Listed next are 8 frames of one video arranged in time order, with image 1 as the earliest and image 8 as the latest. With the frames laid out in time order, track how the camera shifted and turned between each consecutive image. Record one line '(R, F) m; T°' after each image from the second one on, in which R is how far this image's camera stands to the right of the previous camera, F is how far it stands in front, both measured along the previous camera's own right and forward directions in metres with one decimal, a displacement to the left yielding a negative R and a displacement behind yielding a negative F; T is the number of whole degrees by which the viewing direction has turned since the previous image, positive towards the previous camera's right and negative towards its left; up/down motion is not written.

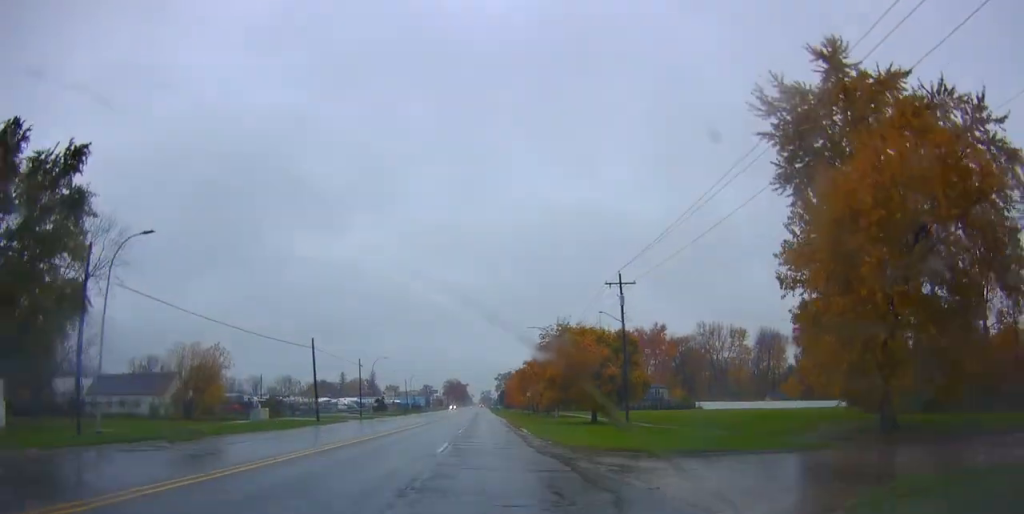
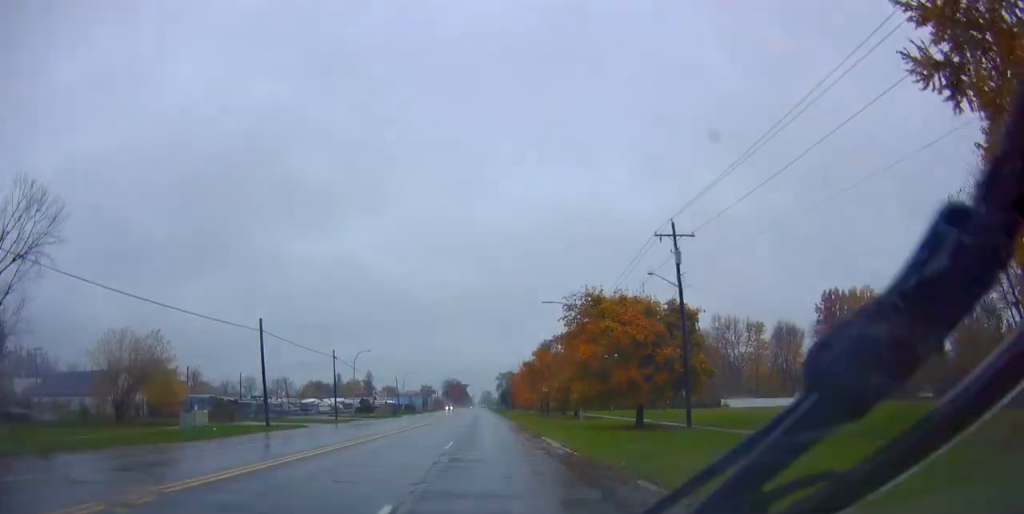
(-0.4, +13.5) m; 0°
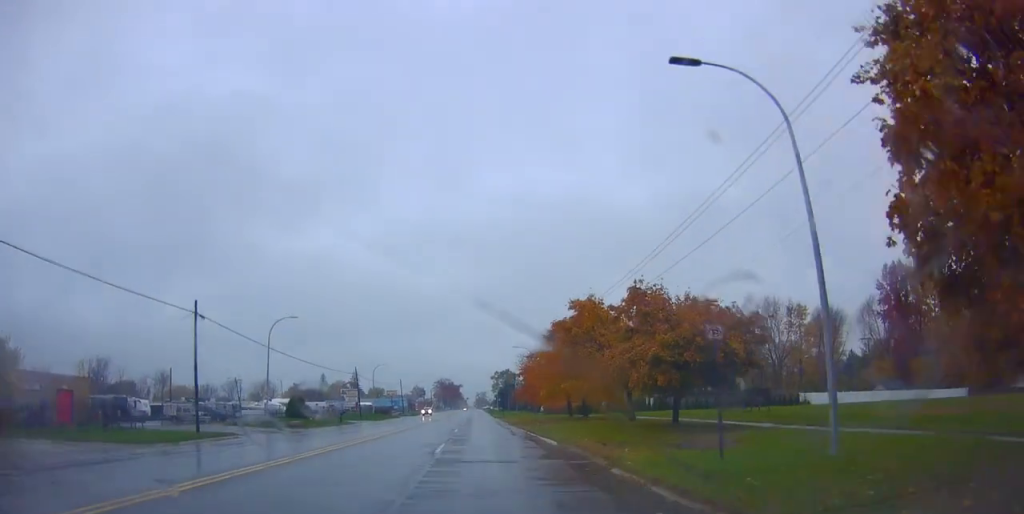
(+0.6, +31.1) m; +1°
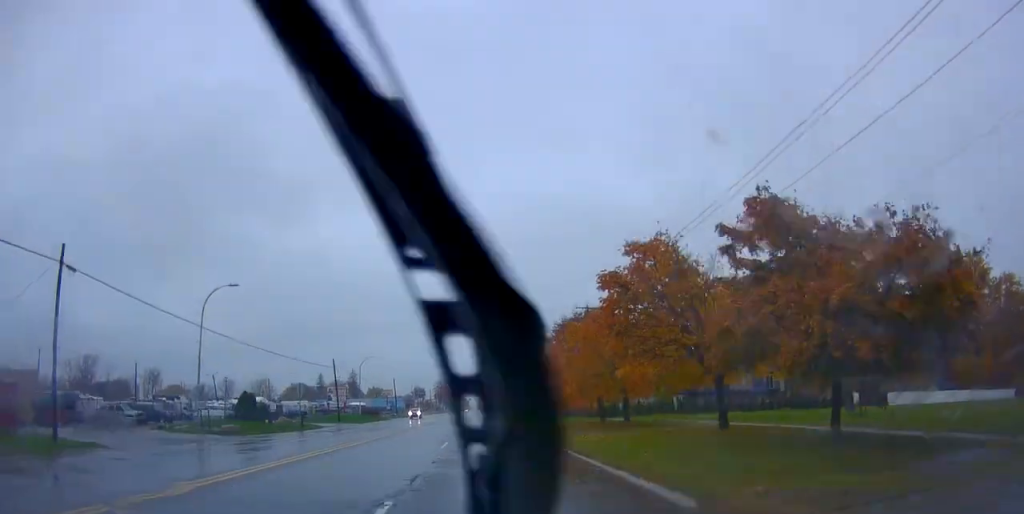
(0.0, +13.1) m; -1°
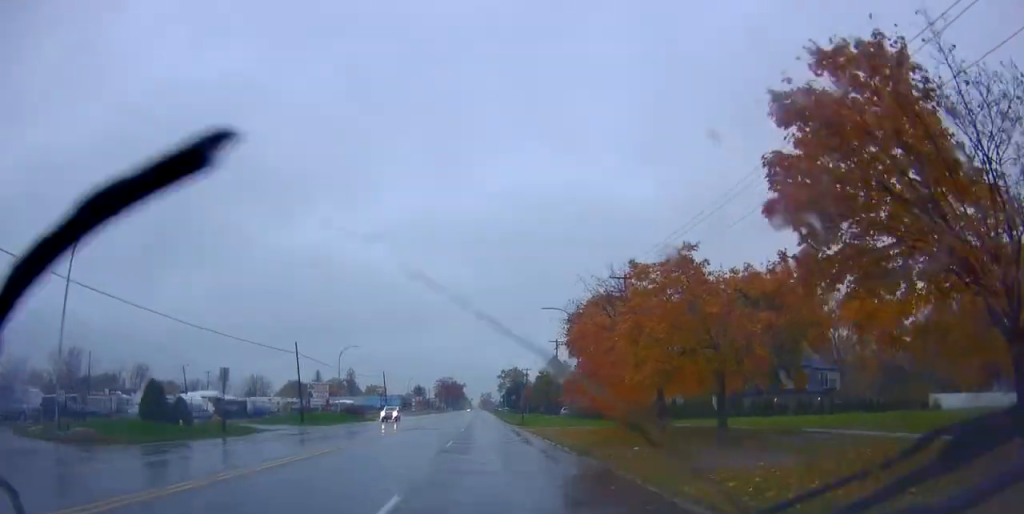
(-0.4, +14.4) m; 0°
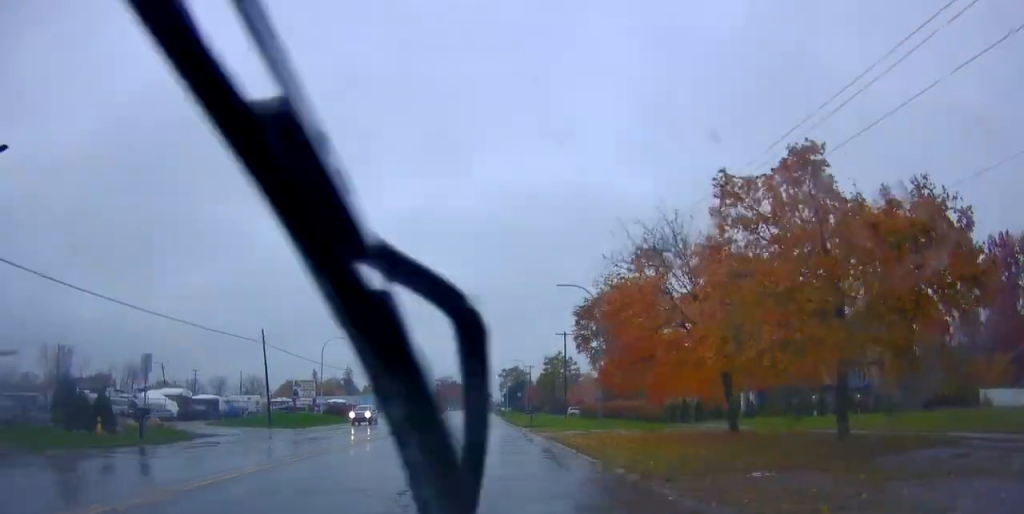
(+0.1, +8.2) m; 0°
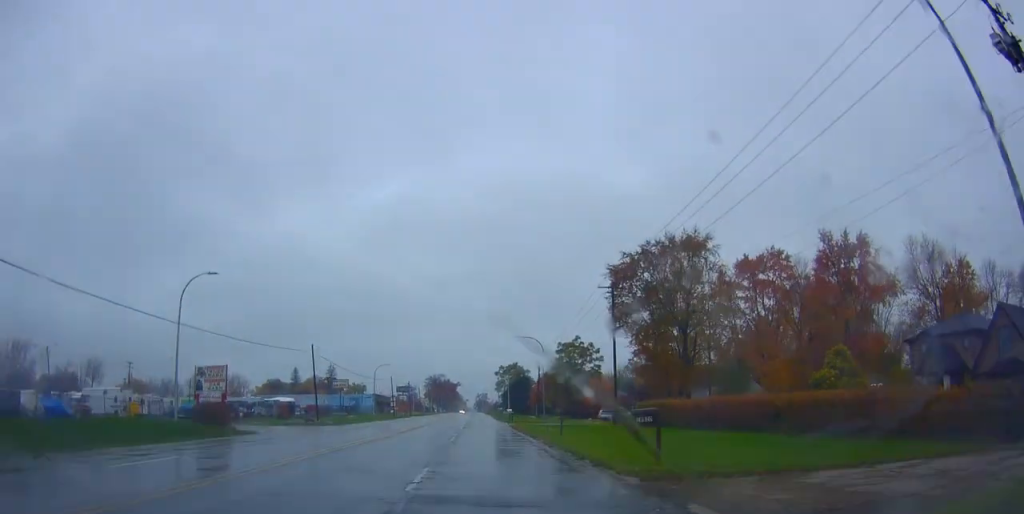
(-0.2, +31.7) m; -1°
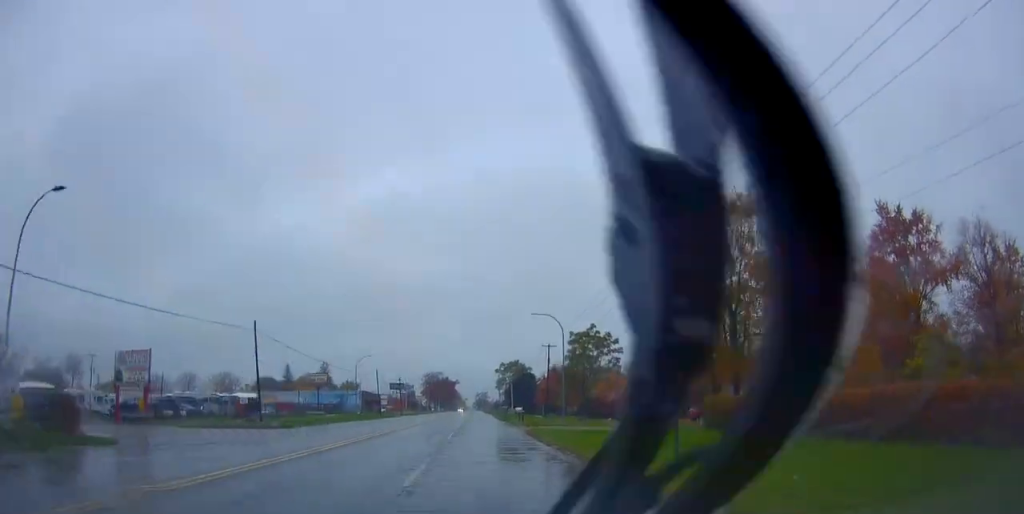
(0.0, +15.4) m; +1°
